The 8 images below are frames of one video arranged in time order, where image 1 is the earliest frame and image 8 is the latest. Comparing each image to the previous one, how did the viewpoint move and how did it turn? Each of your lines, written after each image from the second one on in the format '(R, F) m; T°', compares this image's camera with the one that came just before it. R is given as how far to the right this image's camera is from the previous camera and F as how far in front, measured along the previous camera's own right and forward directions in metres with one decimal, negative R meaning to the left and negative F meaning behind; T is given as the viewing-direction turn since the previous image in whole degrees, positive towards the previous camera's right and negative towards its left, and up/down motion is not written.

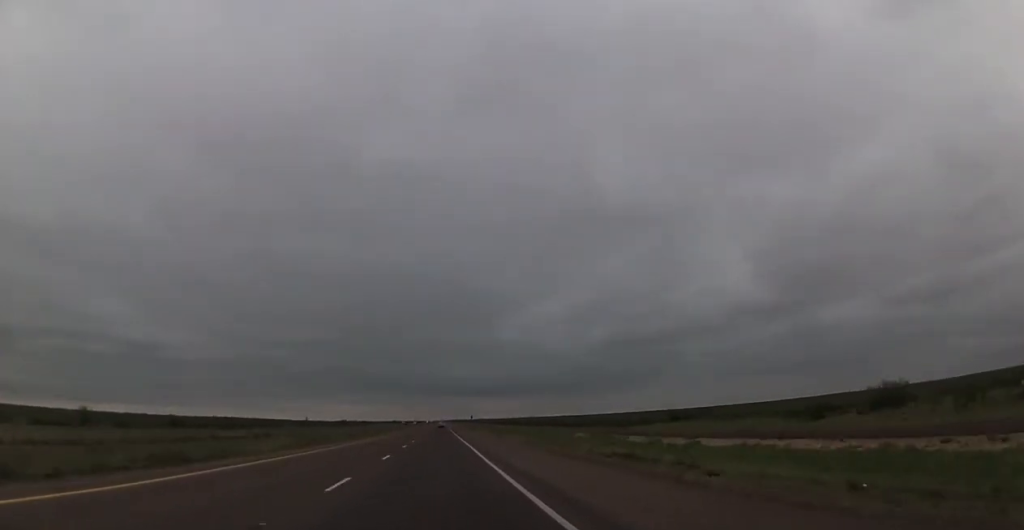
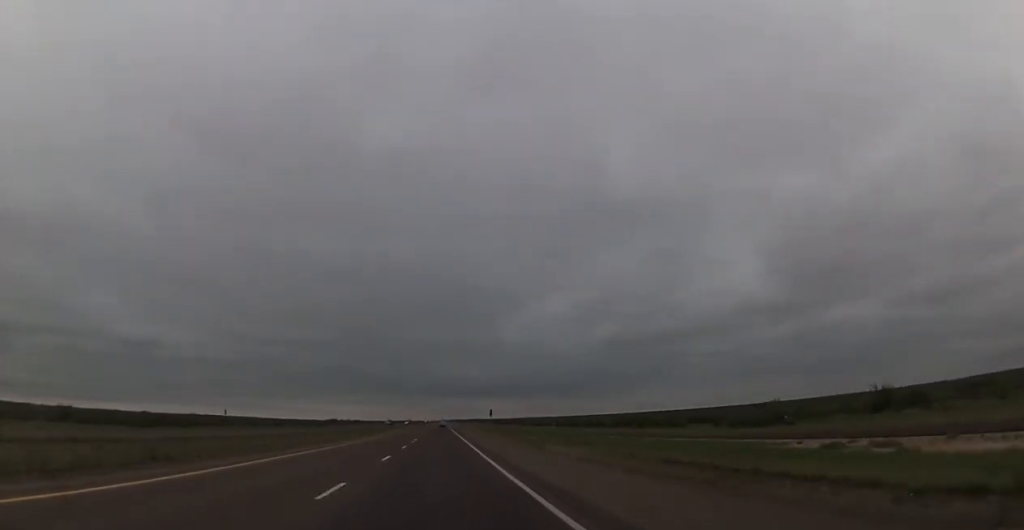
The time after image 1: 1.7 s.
(+0.2, +62.2) m; +1°
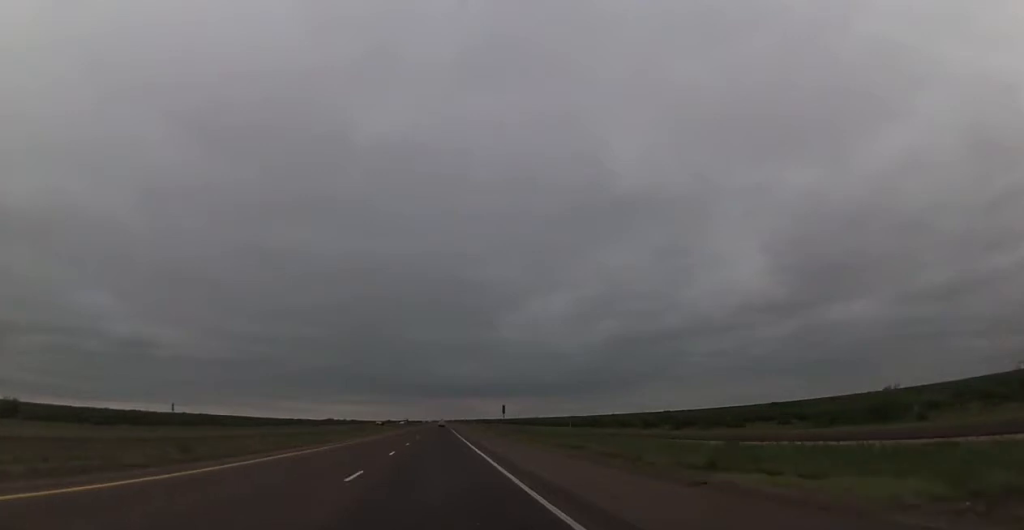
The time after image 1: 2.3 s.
(0.0, +20.7) m; 0°
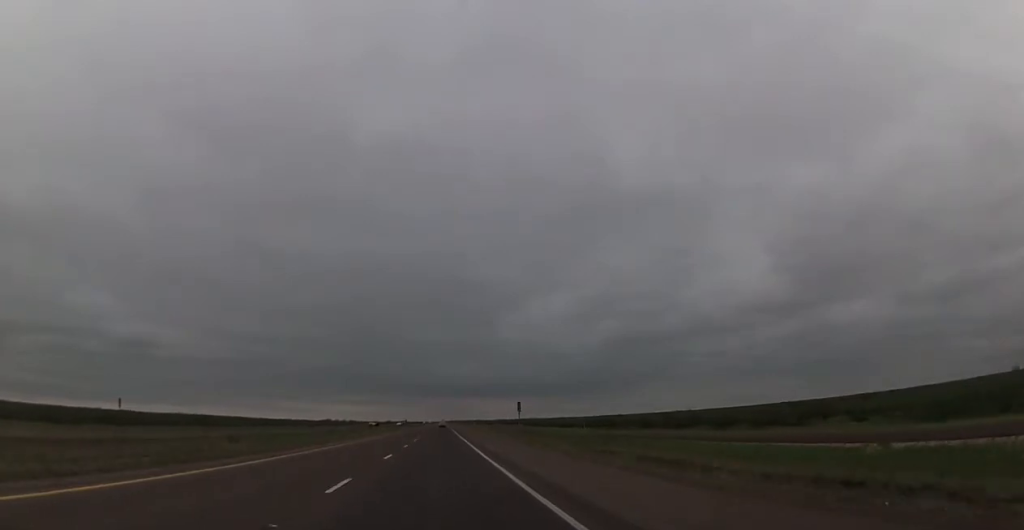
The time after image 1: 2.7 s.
(0.0, +14.6) m; 0°
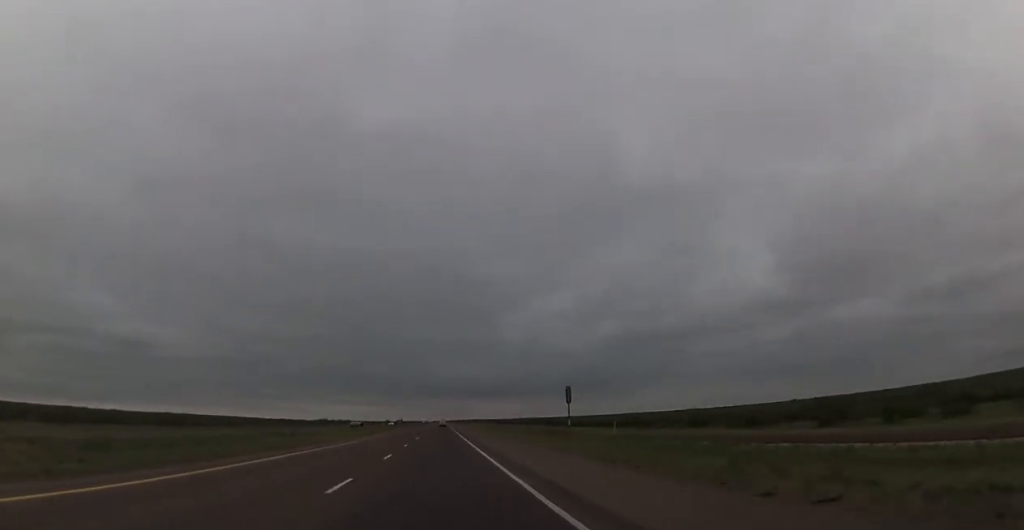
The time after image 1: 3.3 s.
(0.0, +24.3) m; 0°
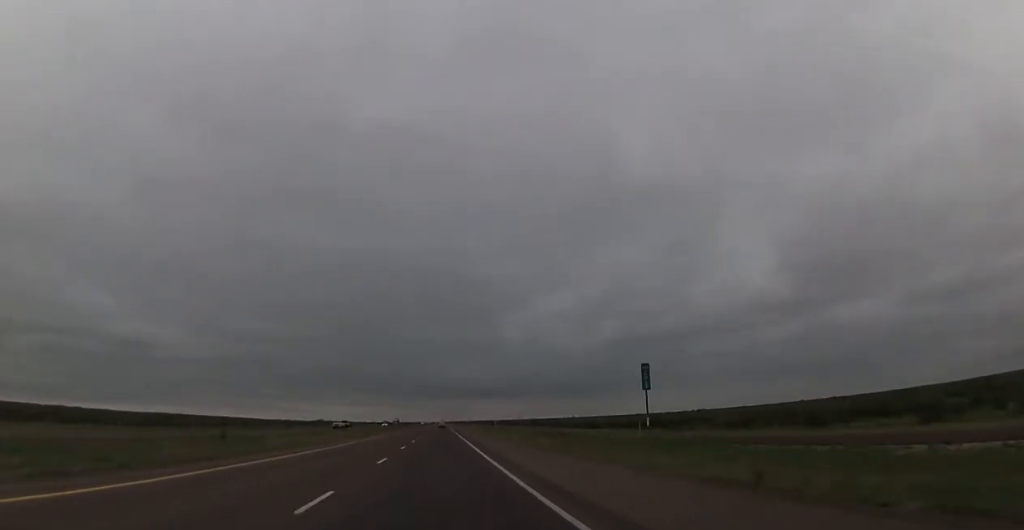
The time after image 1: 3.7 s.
(-0.1, +14.6) m; 0°
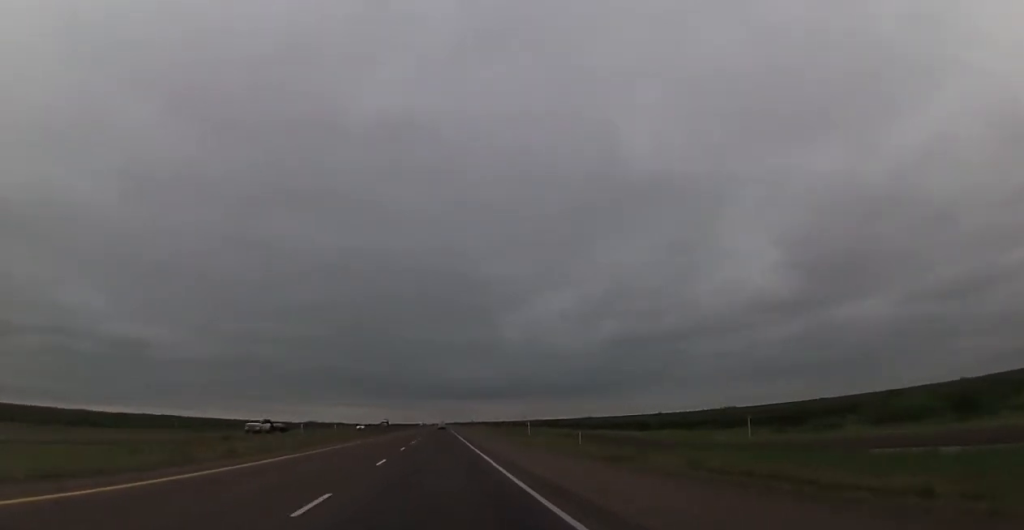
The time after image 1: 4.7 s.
(0.0, +36.5) m; 0°
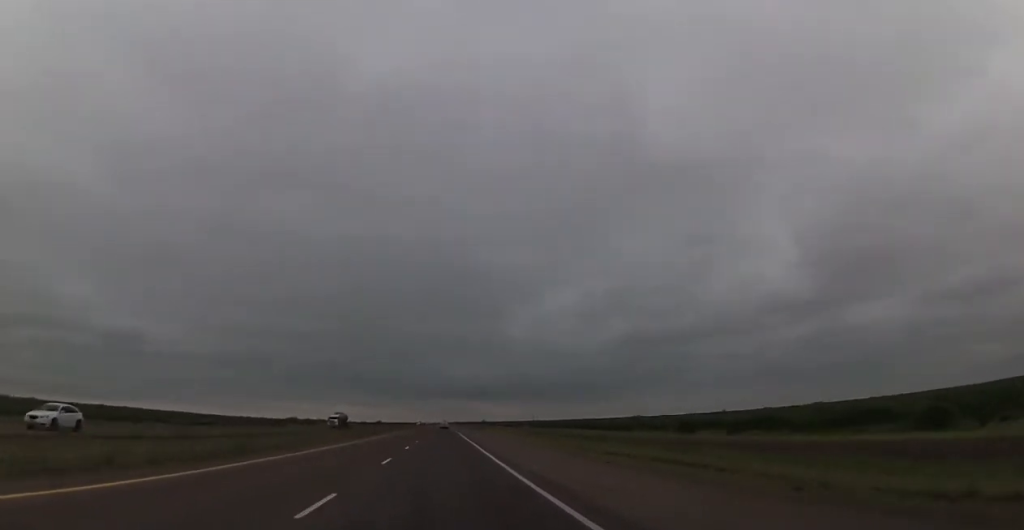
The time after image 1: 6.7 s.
(0.0, +73.0) m; 0°
